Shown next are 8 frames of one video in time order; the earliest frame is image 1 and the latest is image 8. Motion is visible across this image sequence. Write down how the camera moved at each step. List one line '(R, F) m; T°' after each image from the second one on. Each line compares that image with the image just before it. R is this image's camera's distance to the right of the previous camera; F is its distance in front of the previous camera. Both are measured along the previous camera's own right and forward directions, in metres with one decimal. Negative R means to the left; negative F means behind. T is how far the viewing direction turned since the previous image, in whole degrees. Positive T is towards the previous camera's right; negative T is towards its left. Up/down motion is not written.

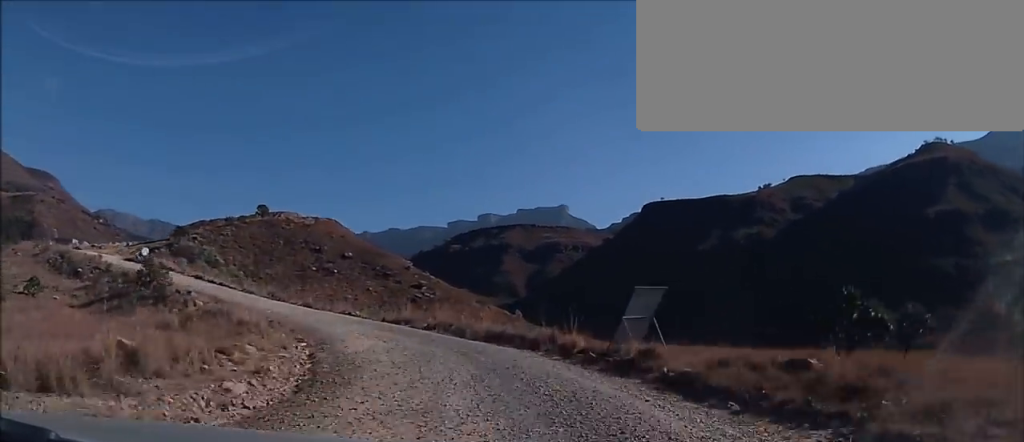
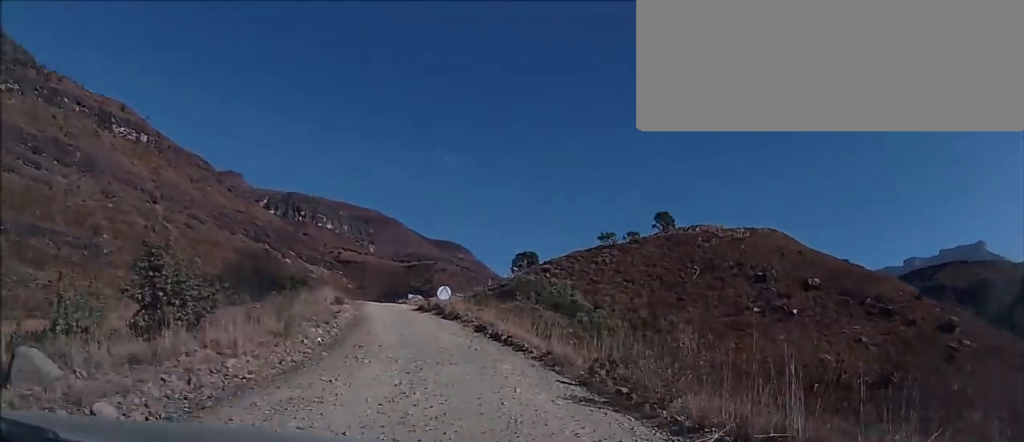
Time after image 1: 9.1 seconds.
(-10.1, +41.4) m; -23°
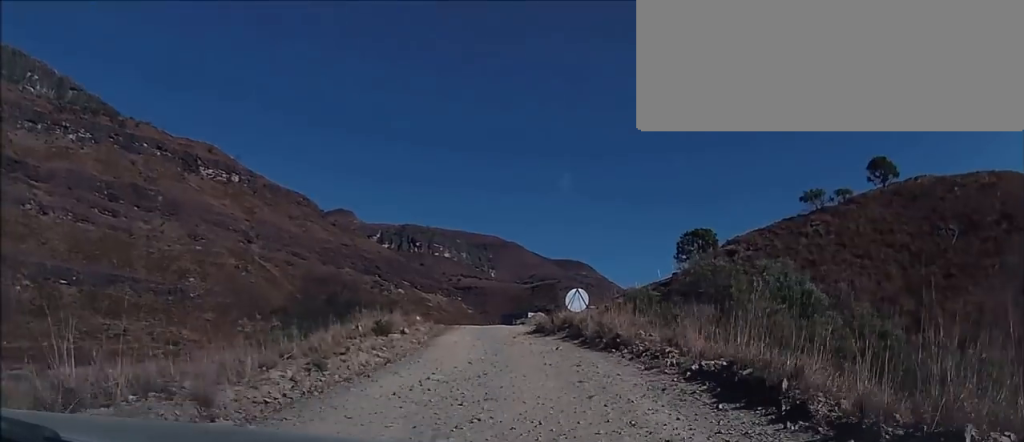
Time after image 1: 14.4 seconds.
(-3.4, +22.9) m; -9°
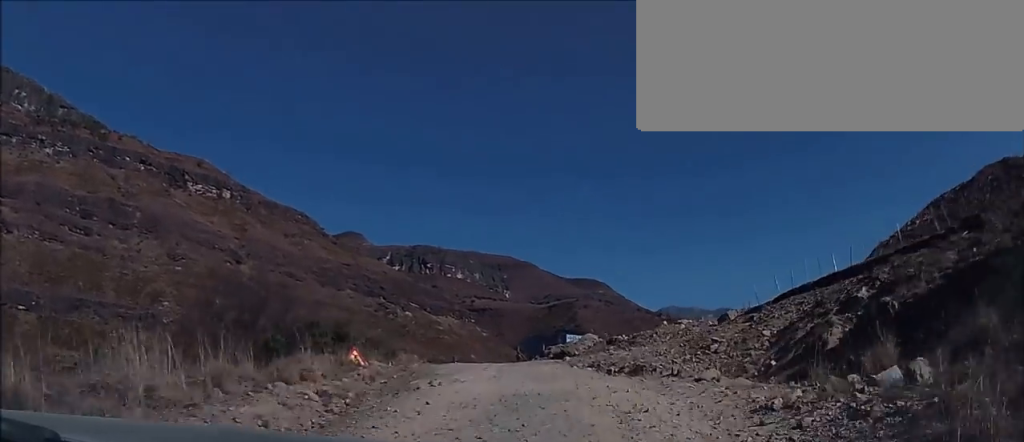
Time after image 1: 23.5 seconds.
(-2.0, +35.5) m; -5°
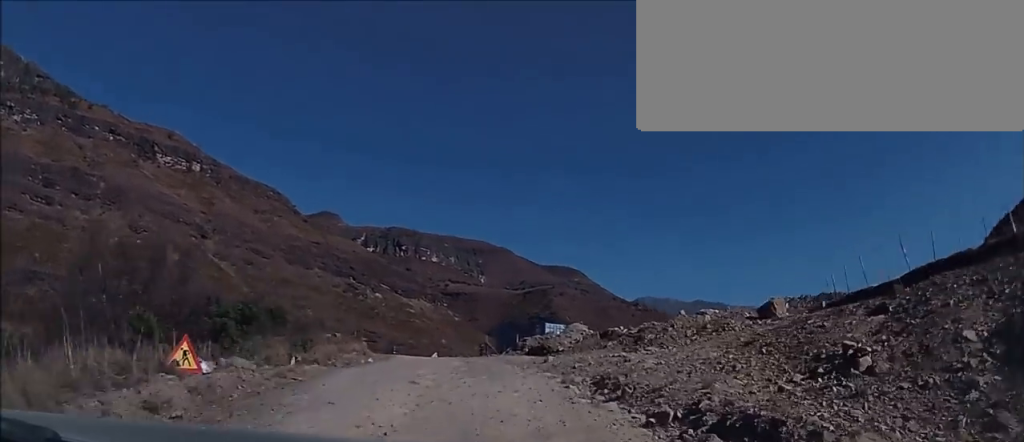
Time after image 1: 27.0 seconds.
(-0.4, +12.4) m; -1°
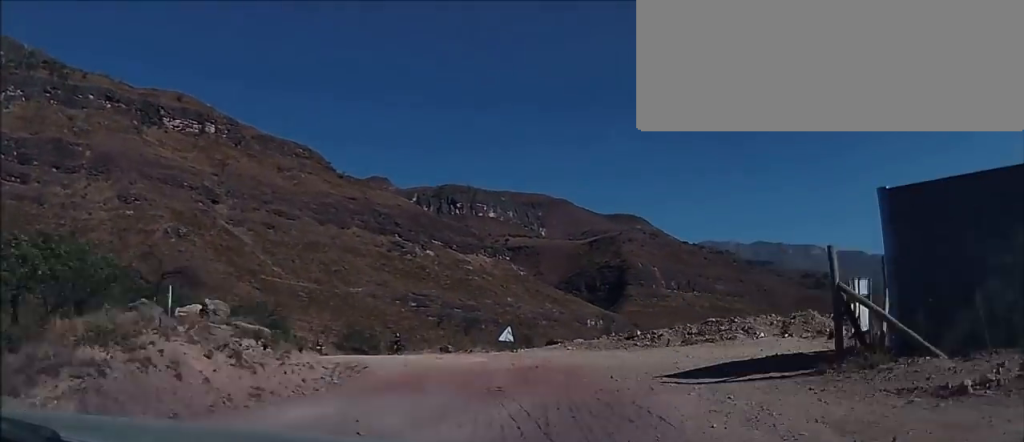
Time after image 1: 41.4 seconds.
(-2.9, +51.2) m; -9°
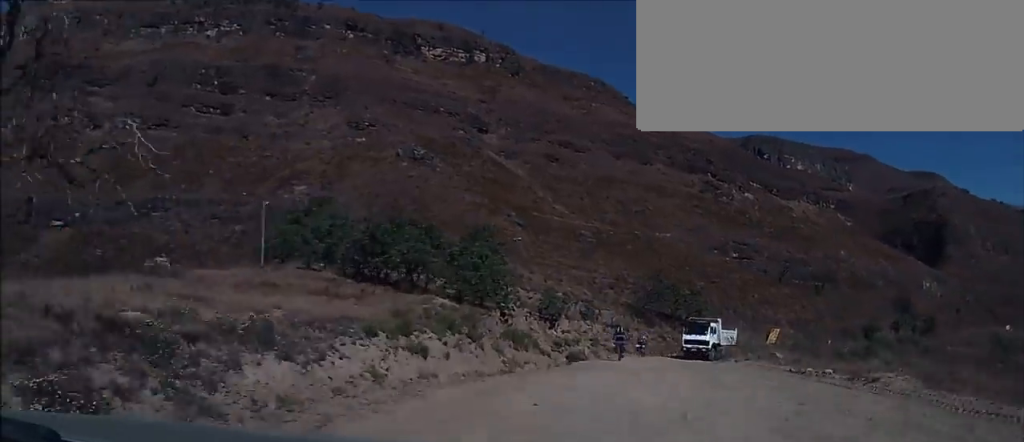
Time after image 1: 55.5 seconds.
(-7.2, +55.2) m; -4°
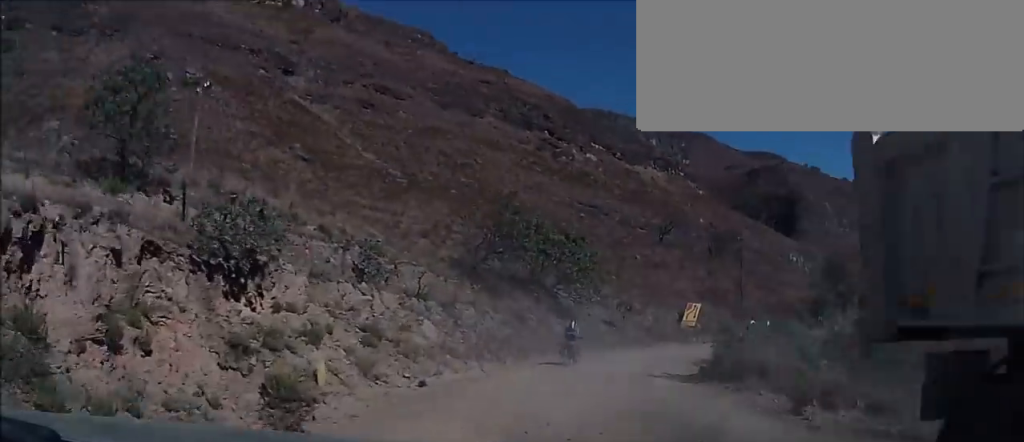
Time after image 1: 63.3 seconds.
(+4.0, +35.6) m; +24°
